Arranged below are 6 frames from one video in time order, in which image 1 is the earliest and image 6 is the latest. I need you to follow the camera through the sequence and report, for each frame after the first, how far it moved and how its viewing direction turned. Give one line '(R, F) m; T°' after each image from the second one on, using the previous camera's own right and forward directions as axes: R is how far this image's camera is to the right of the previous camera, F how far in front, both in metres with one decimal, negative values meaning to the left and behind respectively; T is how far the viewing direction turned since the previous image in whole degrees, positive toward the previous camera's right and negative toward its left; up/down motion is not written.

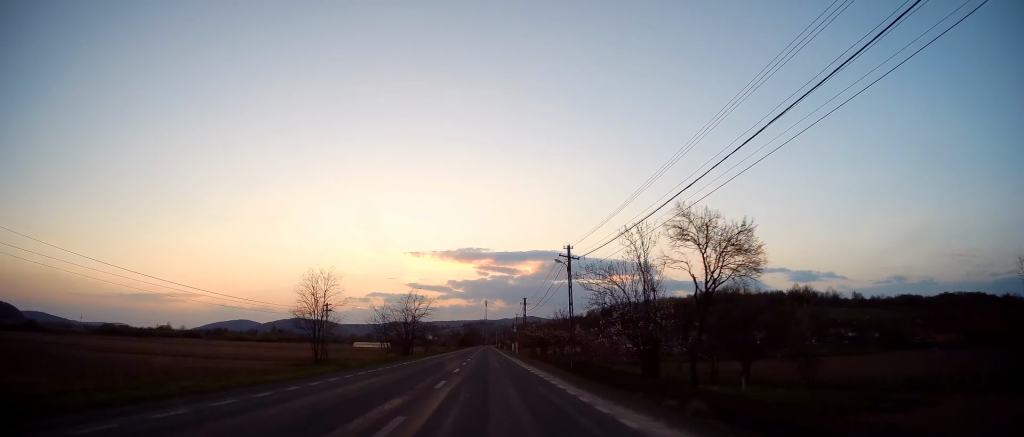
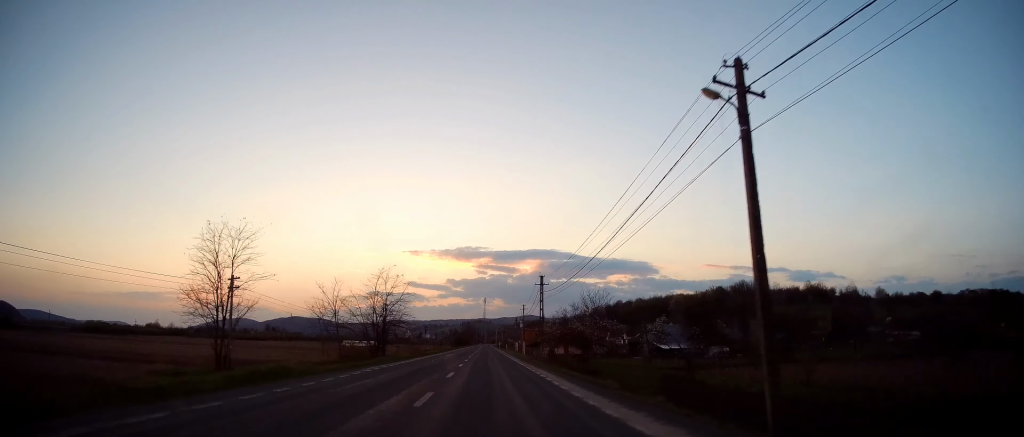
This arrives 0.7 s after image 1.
(-0.4, +22.5) m; 0°
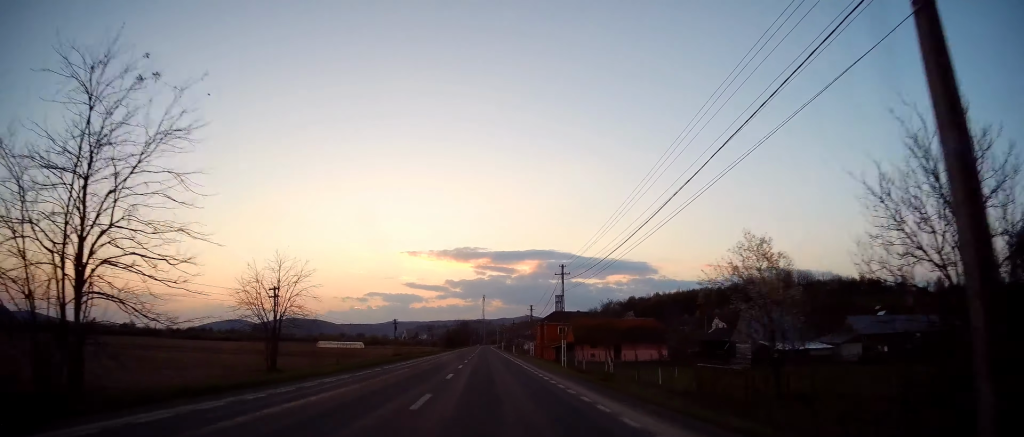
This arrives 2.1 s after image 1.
(+0.6, +45.1) m; 0°
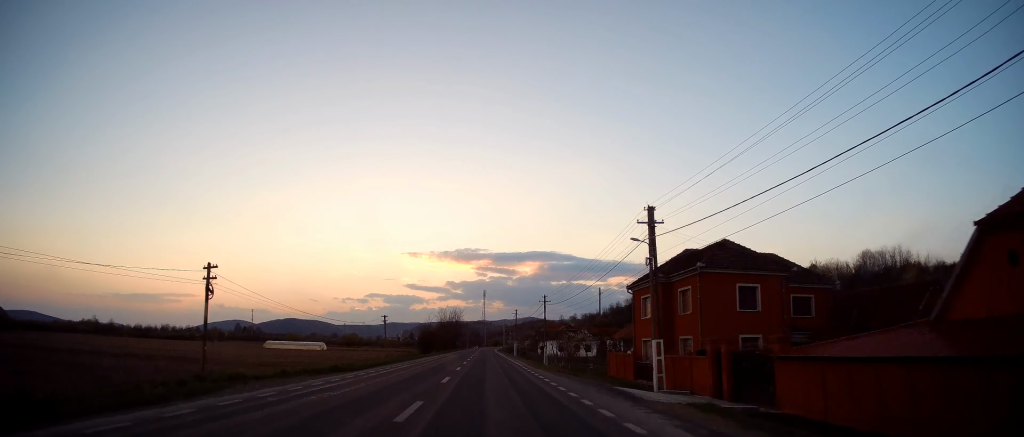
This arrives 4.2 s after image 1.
(-0.2, +64.2) m; 0°
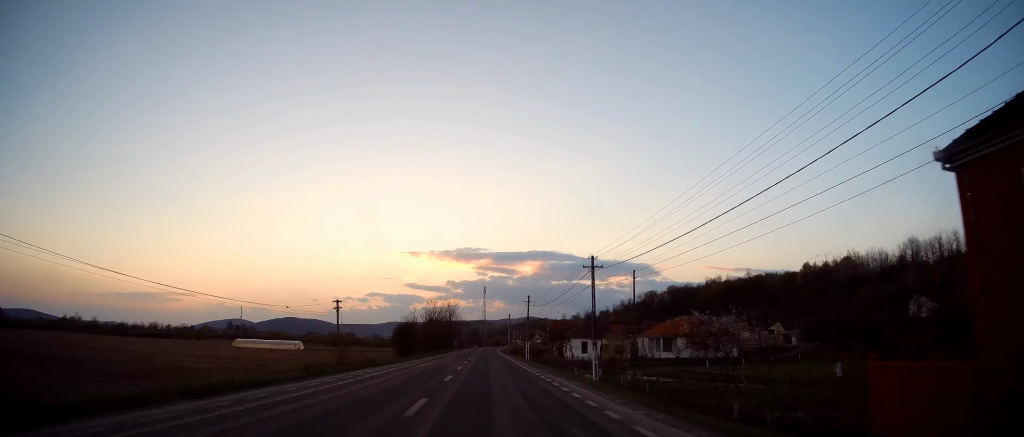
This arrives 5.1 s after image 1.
(+0.1, +26.0) m; 0°
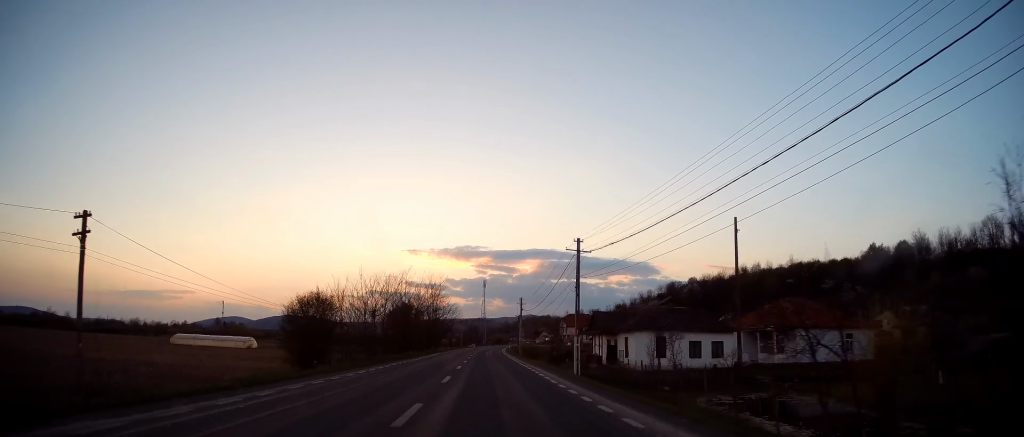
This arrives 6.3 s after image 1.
(-0.4, +36.7) m; -1°
